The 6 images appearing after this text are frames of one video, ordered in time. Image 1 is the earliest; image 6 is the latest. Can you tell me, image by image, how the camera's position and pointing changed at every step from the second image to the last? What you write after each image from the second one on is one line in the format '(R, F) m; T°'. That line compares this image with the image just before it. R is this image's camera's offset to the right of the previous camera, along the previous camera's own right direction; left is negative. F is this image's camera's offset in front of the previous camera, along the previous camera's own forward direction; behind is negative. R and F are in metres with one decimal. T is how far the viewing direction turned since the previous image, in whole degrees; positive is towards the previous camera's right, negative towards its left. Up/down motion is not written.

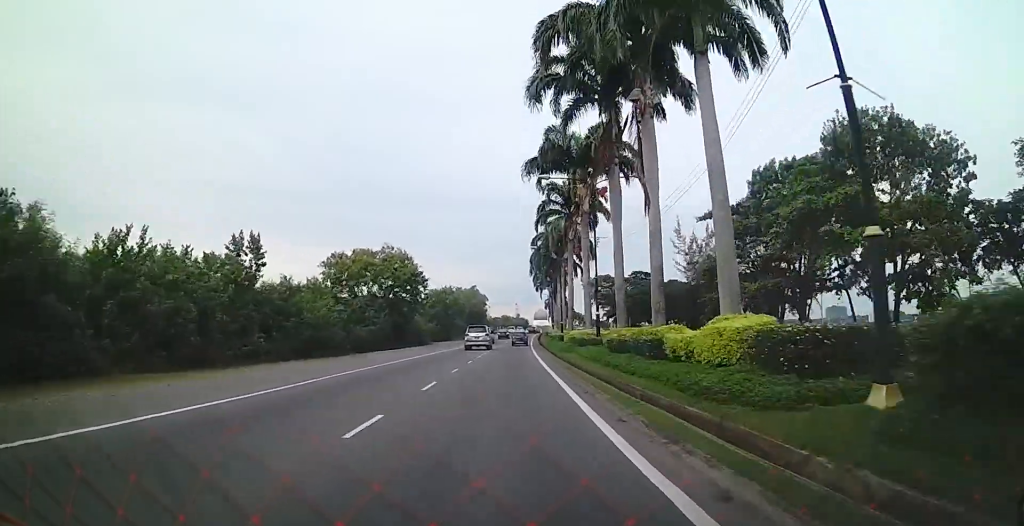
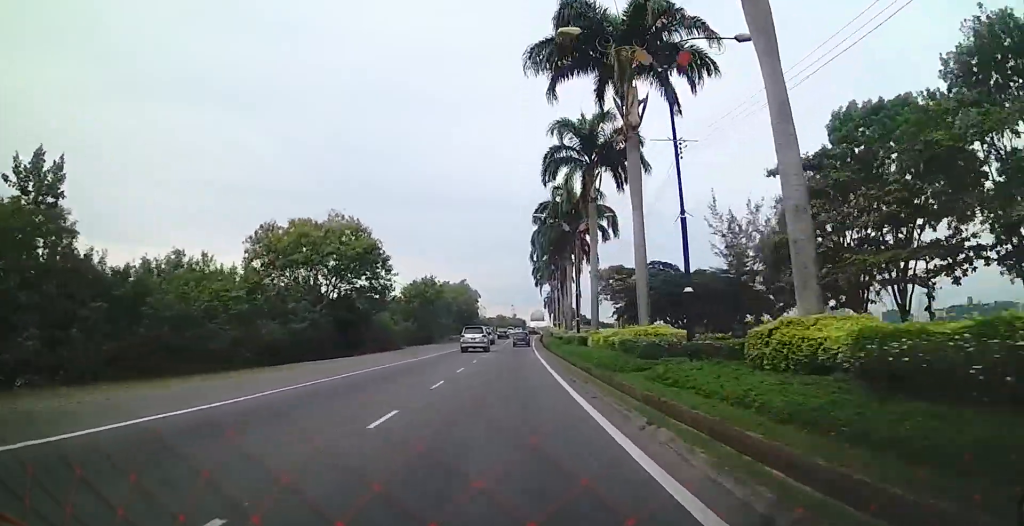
(+0.4, +16.7) m; +1°
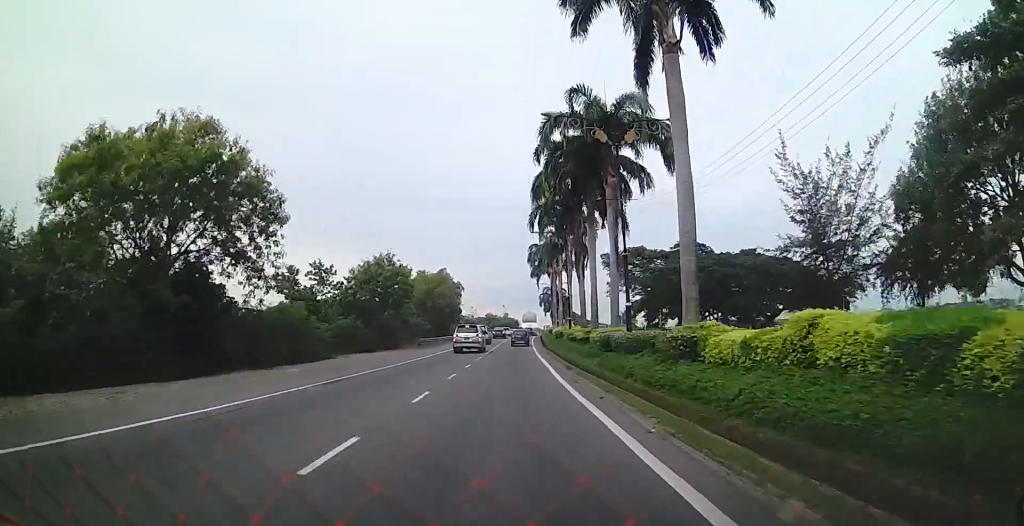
(0.0, +20.1) m; 0°
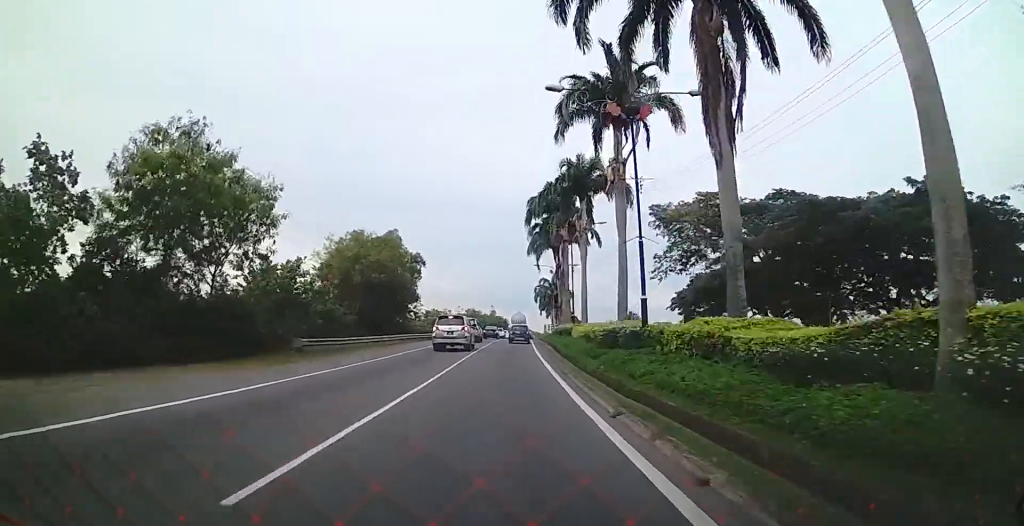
(-0.2, +30.4) m; 0°
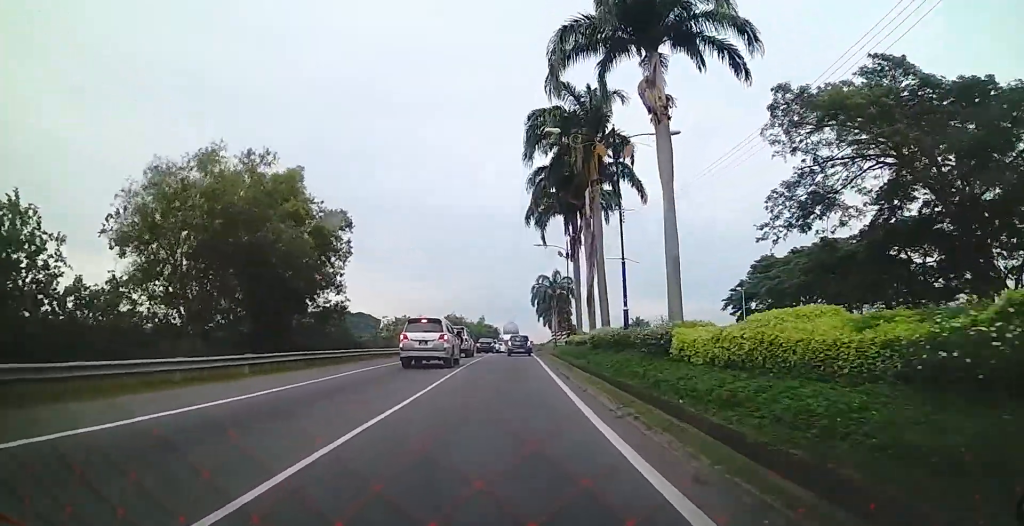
(+0.3, +24.2) m; +2°
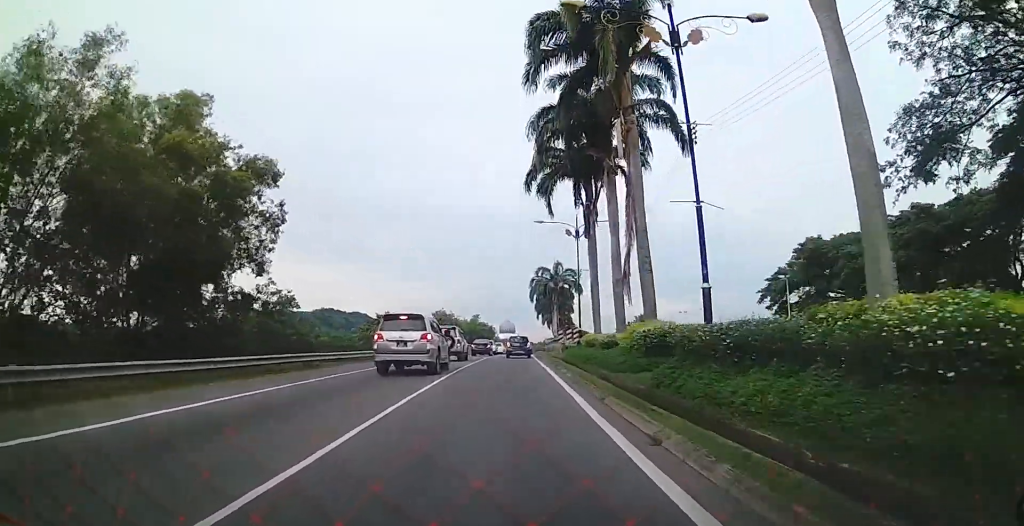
(+0.1, +10.3) m; +1°
